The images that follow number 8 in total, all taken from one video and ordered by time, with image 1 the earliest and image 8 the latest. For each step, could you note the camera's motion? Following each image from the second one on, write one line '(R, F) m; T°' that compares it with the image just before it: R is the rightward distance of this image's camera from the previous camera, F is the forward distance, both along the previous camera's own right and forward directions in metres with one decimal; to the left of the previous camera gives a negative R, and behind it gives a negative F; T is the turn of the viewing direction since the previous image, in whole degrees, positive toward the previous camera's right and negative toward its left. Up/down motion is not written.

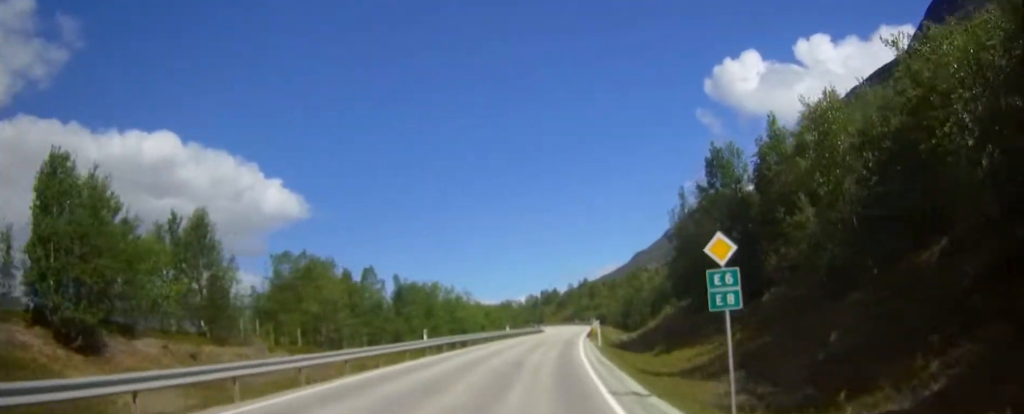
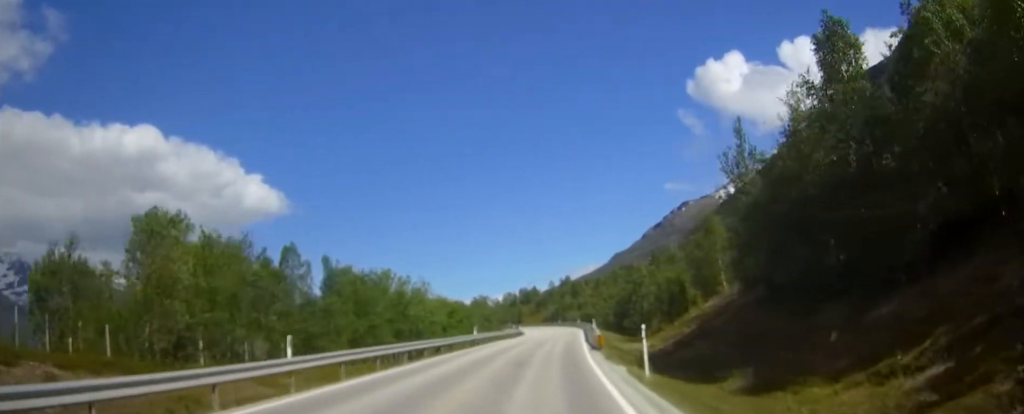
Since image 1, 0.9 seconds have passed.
(-0.1, +17.5) m; +1°
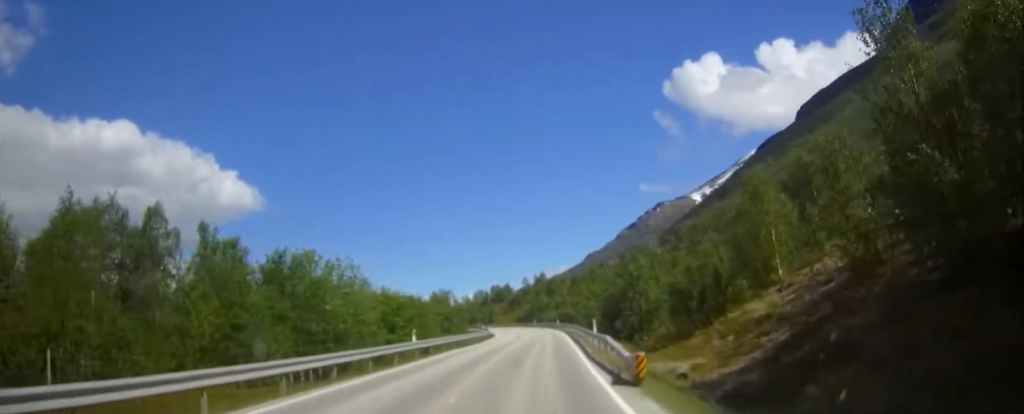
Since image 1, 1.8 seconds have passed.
(-0.1, +16.3) m; +4°
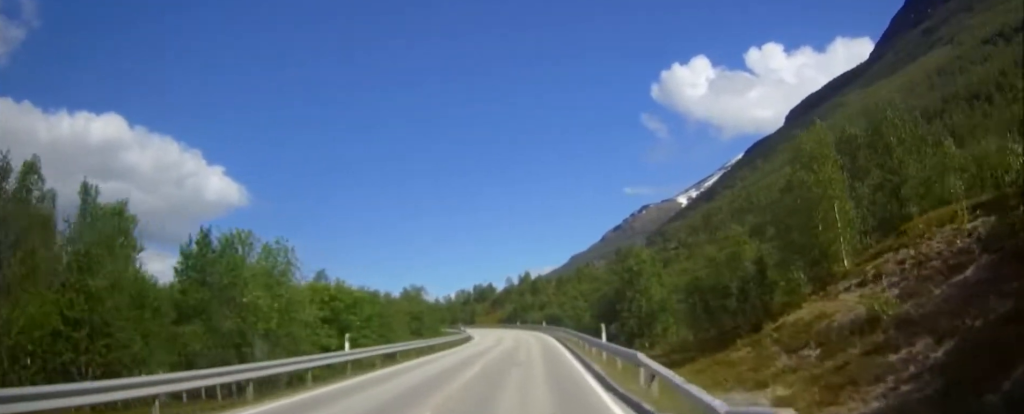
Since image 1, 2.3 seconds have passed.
(+1.0, +9.6) m; +2°
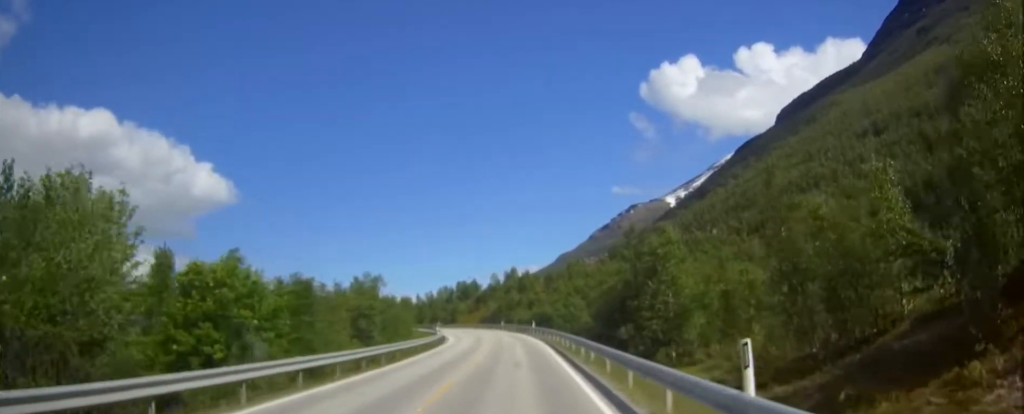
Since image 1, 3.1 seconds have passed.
(+0.1, +16.1) m; 0°
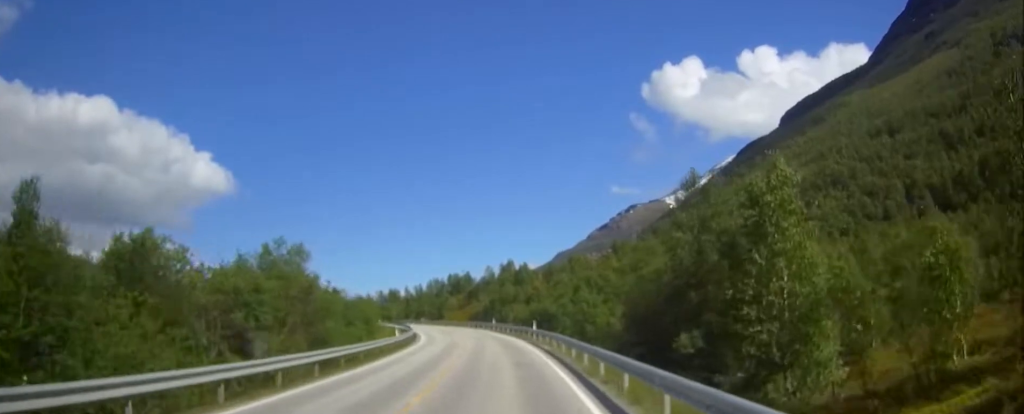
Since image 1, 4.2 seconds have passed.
(-0.5, +20.6) m; -2°
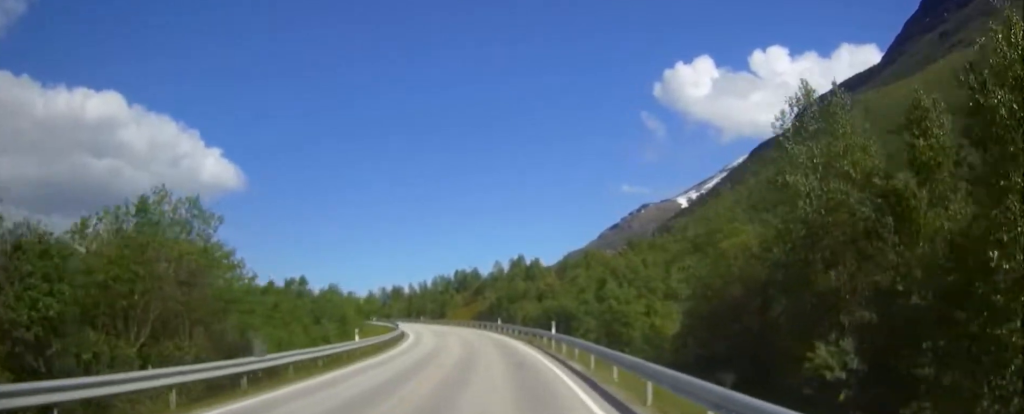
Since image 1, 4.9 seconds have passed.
(-0.1, +14.1) m; -1°
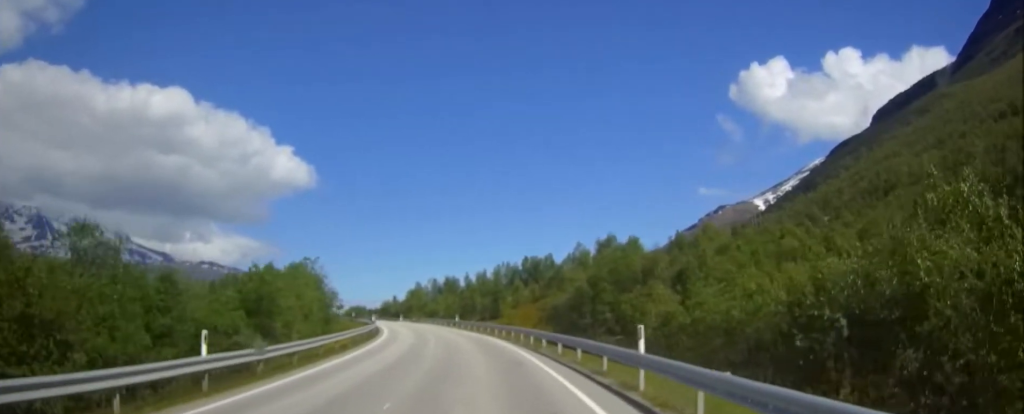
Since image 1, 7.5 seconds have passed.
(-1.9, +50.2) m; -6°
